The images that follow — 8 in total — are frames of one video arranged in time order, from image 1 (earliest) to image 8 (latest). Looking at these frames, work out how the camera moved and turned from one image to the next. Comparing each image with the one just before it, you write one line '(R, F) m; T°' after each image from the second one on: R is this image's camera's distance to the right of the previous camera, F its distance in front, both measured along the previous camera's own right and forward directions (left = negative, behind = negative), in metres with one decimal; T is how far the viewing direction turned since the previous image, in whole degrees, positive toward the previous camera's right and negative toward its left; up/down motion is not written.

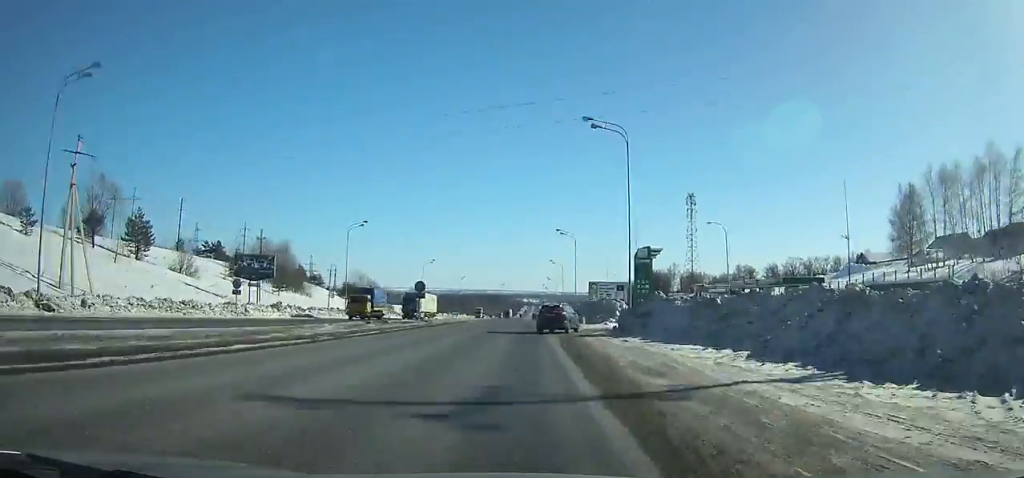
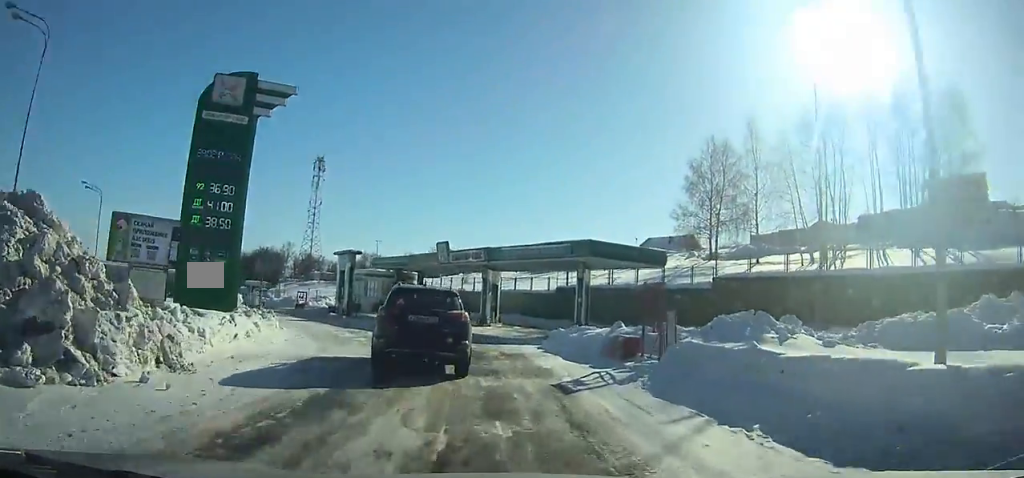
(+8.3, +54.0) m; +28°
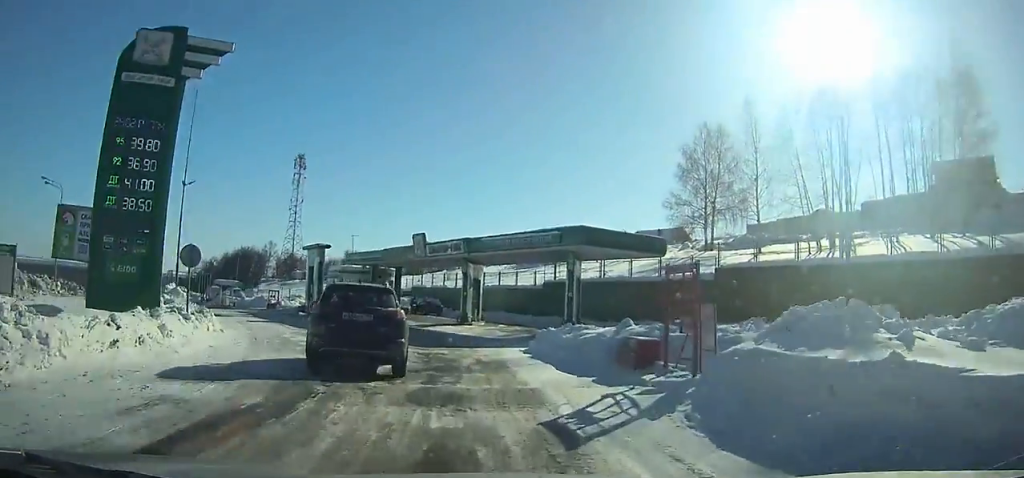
(+0.5, +5.0) m; +2°
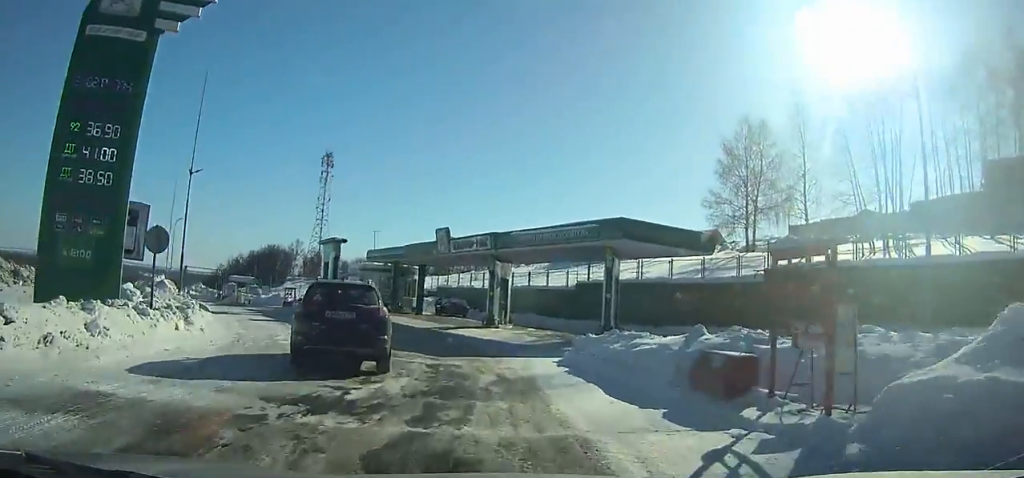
(+0.5, +4.3) m; +1°
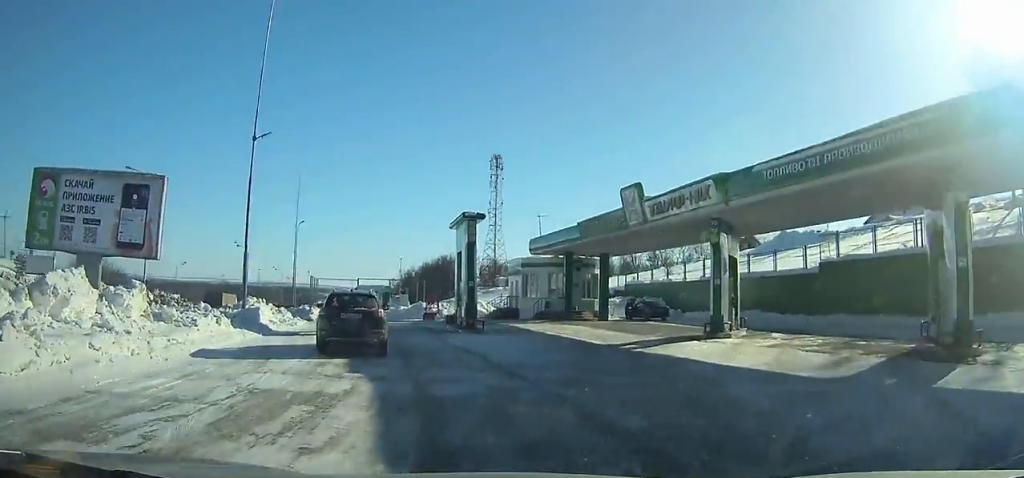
(-3.0, +16.4) m; -23°
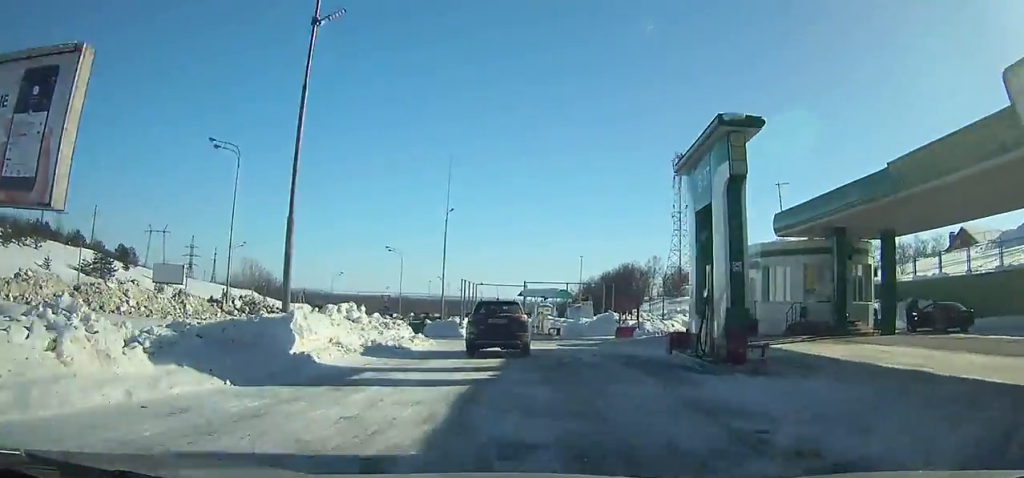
(-1.2, +11.9) m; -10°
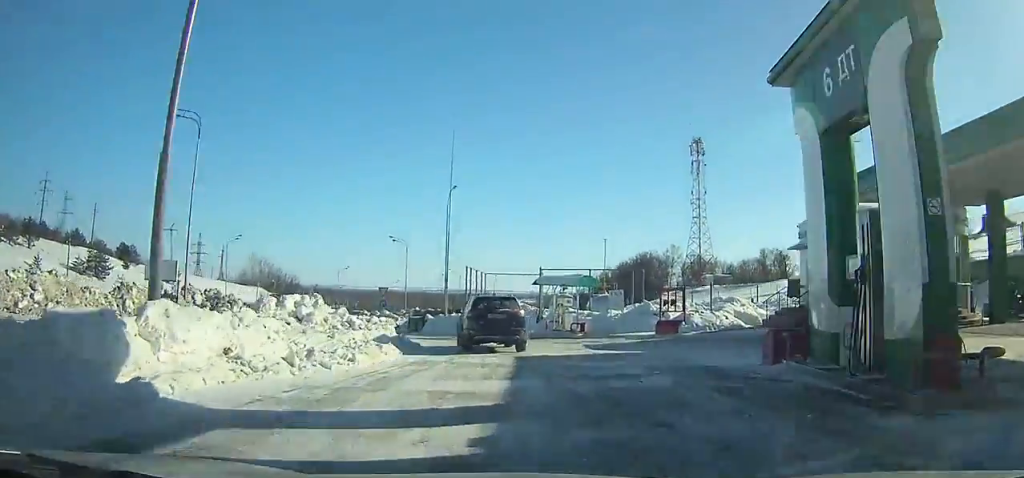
(-0.2, +5.4) m; -4°
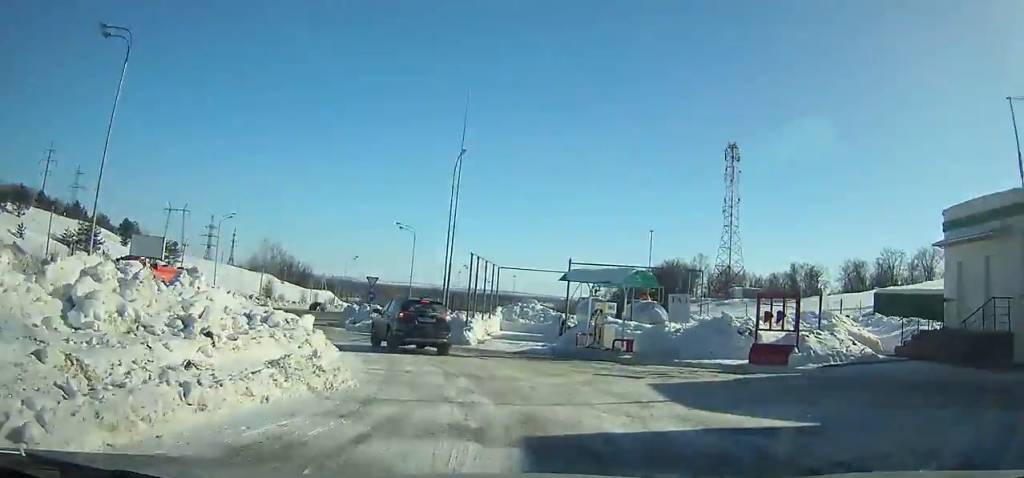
(-0.1, +8.5) m; -6°
